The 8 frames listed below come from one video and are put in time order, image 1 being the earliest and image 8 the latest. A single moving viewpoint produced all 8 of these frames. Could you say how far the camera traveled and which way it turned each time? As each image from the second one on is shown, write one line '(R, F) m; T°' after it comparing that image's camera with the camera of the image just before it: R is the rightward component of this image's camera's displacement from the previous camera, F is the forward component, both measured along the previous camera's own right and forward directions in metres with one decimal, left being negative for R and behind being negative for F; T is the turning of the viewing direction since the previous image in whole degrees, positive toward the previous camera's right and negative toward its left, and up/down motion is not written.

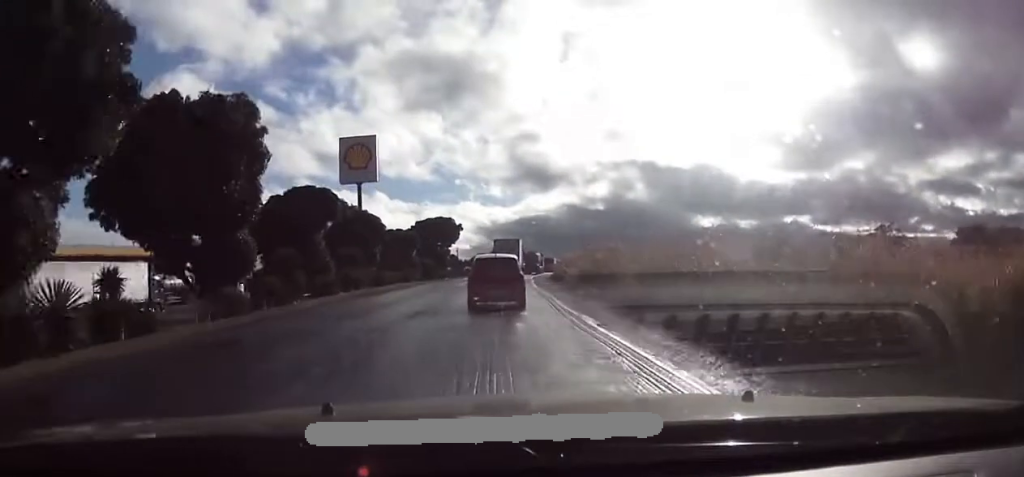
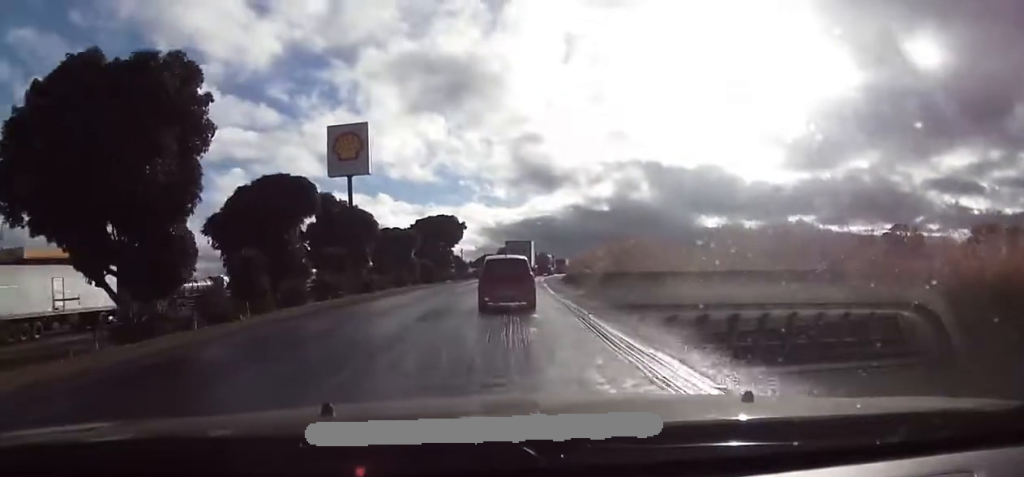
(0.0, +7.0) m; 0°
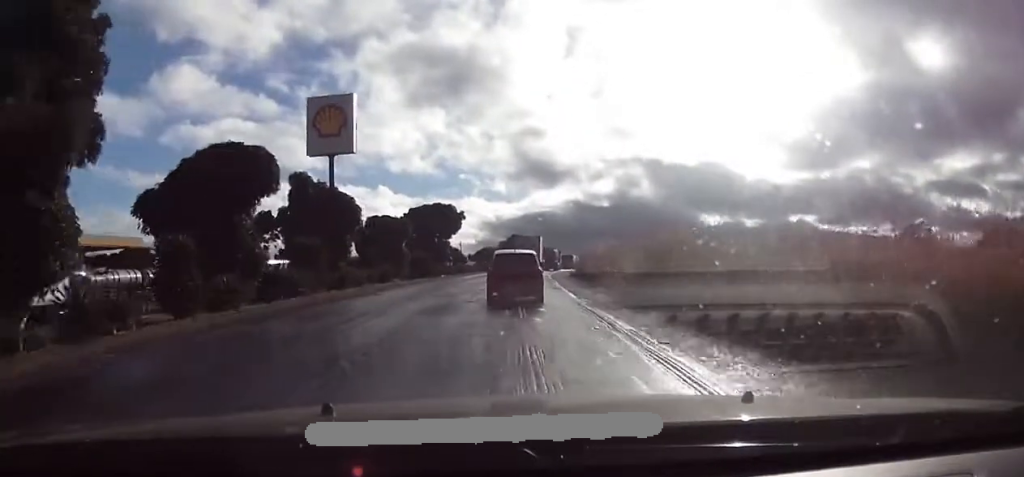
(0.0, +7.6) m; 0°
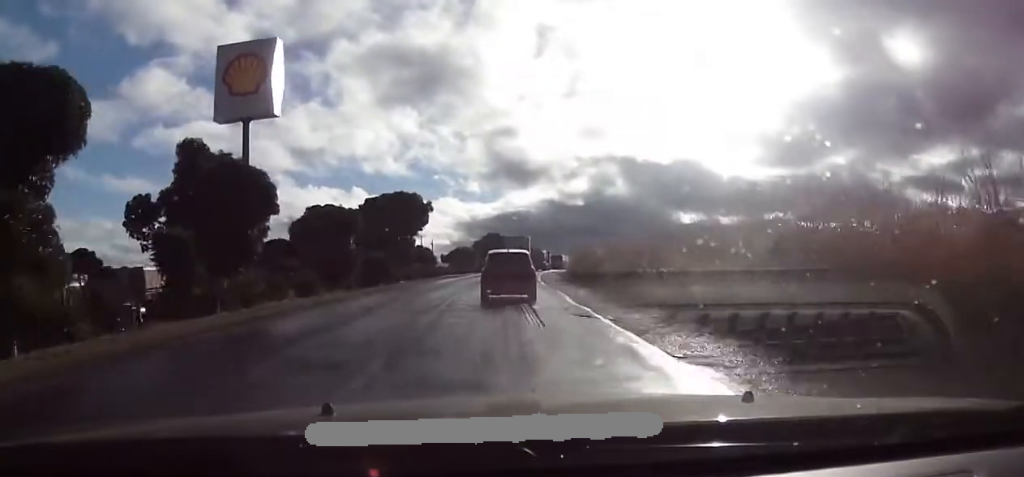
(-0.3, +14.0) m; -2°
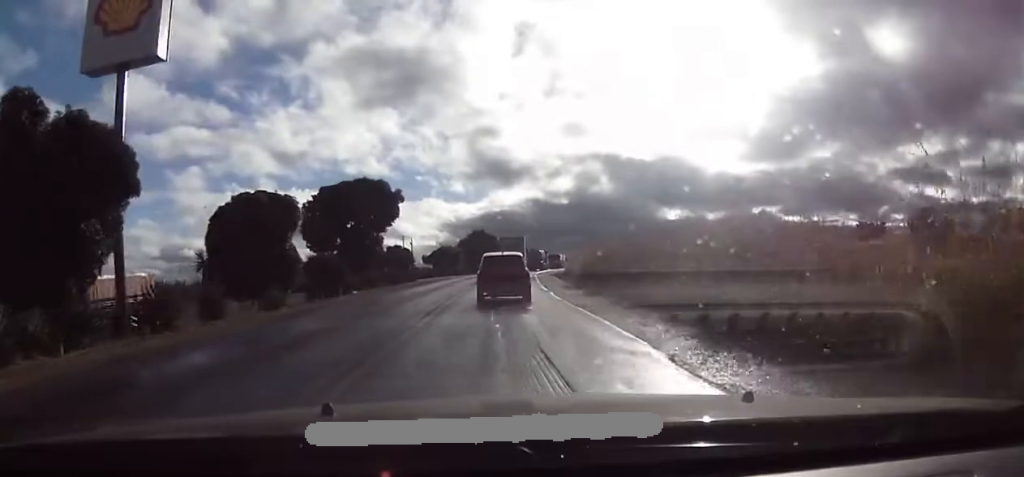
(0.0, +12.6) m; +3°
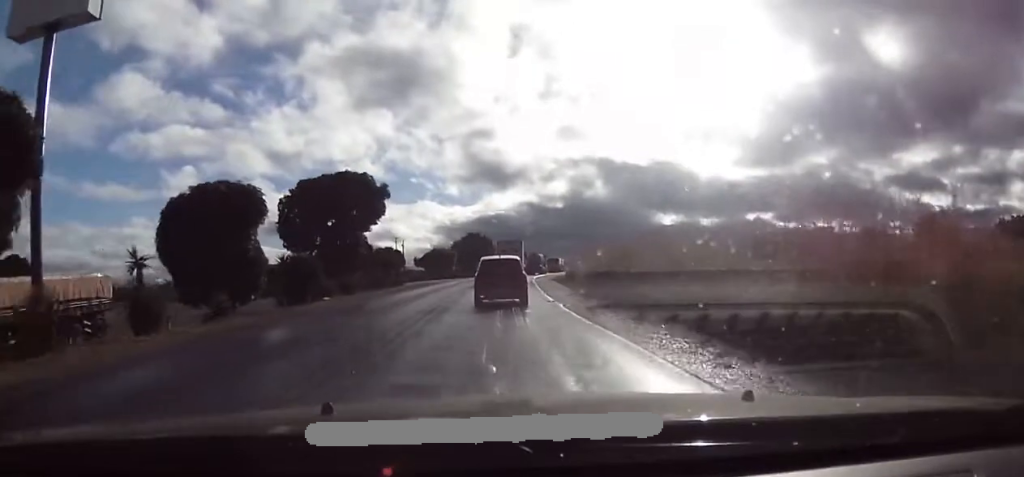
(+0.1, +5.1) m; +1°
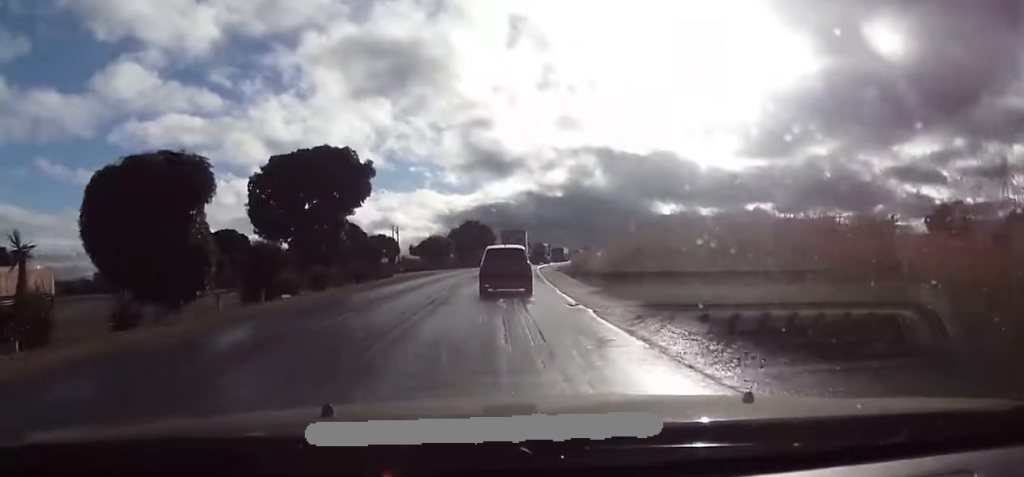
(+0.2, +6.3) m; 0°
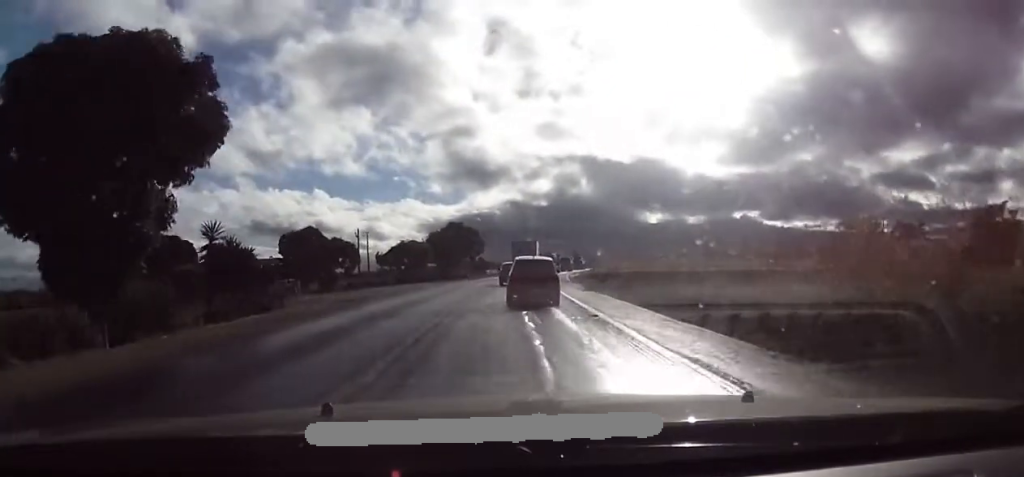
(-0.4, +24.1) m; -1°
